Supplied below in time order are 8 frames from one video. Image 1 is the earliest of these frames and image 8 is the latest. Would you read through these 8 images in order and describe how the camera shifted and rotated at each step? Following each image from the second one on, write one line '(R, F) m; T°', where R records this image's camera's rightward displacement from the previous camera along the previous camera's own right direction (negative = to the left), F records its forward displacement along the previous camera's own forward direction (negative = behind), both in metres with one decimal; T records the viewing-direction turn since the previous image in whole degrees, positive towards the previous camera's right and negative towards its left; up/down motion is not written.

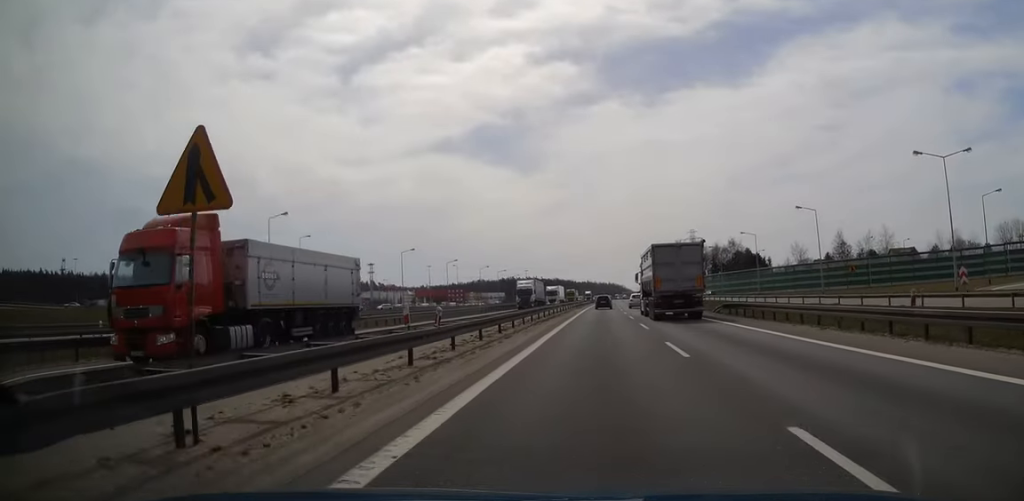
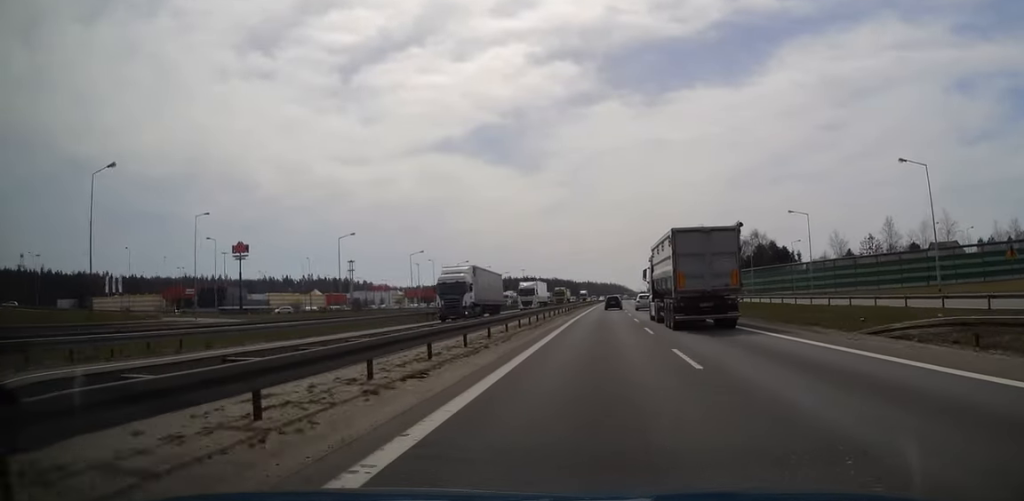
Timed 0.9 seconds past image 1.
(+0.1, +26.2) m; 0°
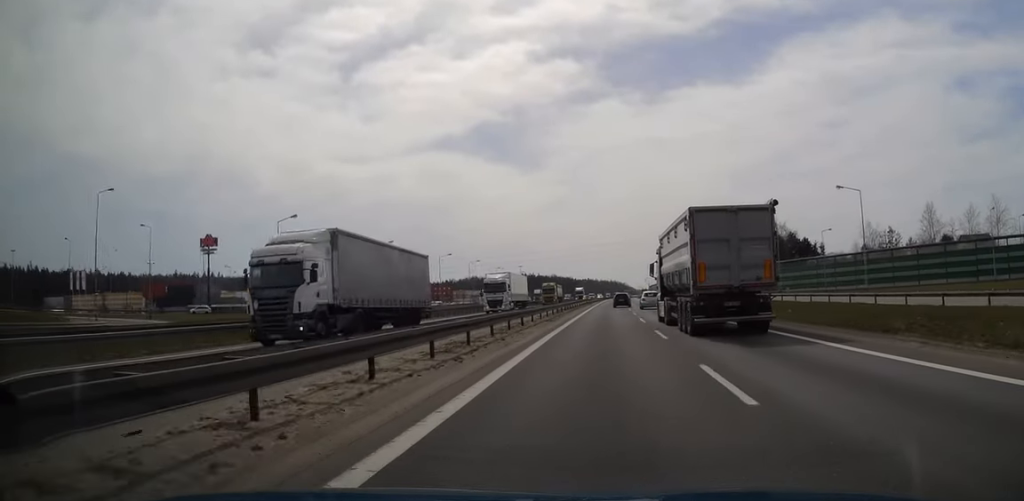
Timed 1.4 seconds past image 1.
(0.0, +16.1) m; 0°
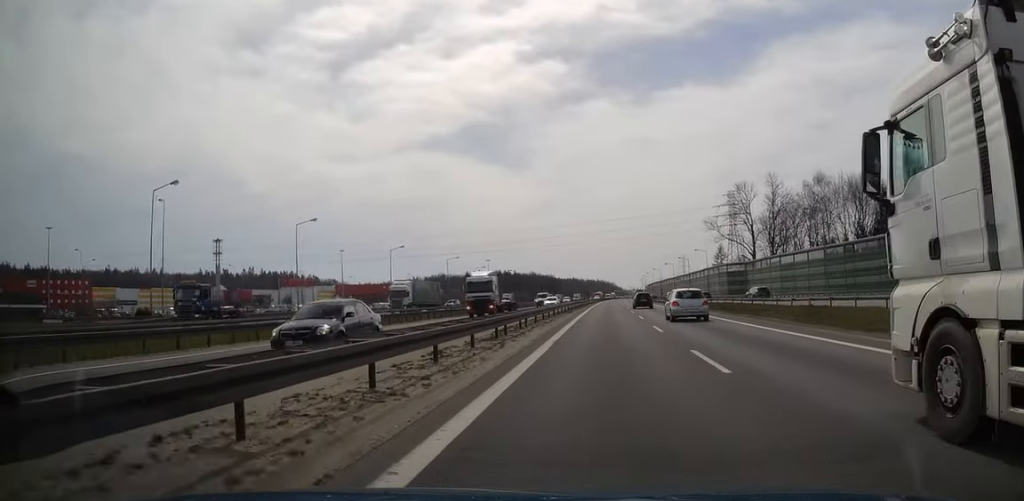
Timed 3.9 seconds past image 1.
(+0.3, +80.7) m; +1°
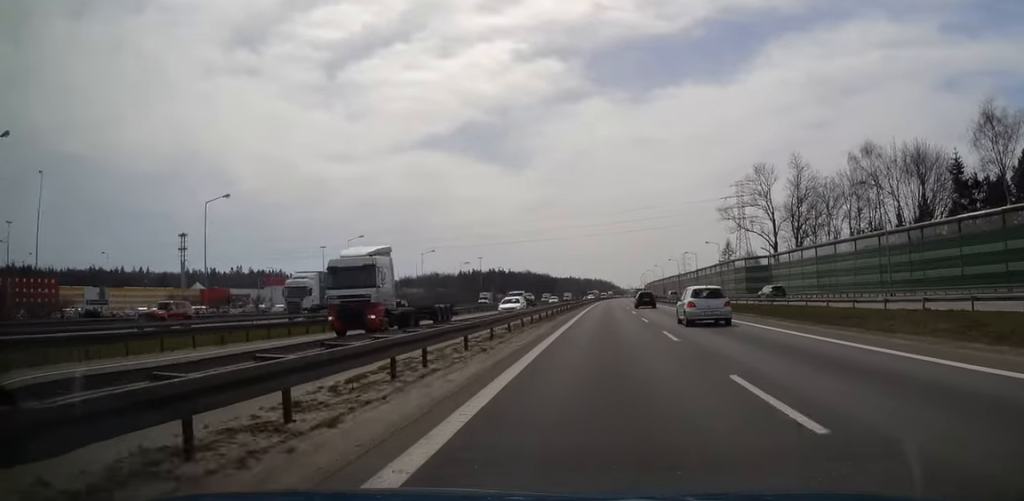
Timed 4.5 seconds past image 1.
(0.0, +16.9) m; 0°
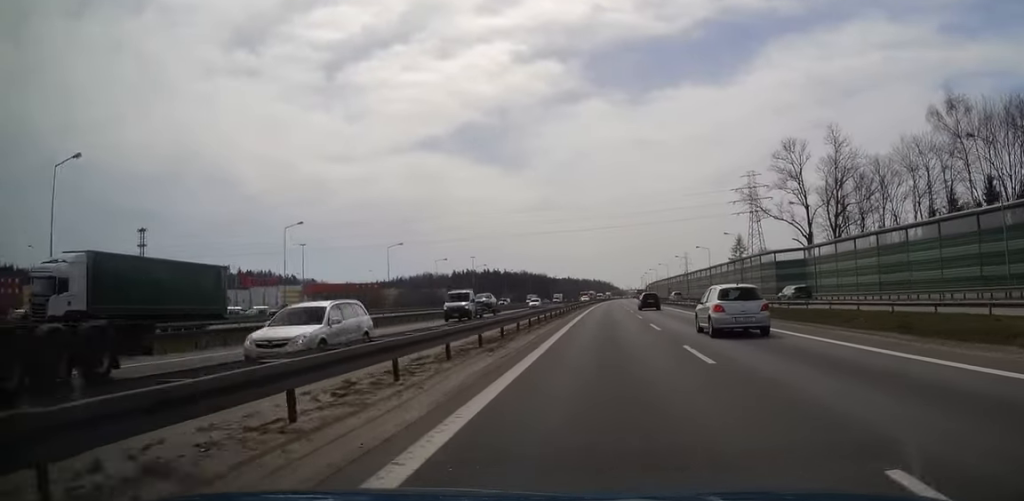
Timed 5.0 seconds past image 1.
(0.0, +17.9) m; 0°
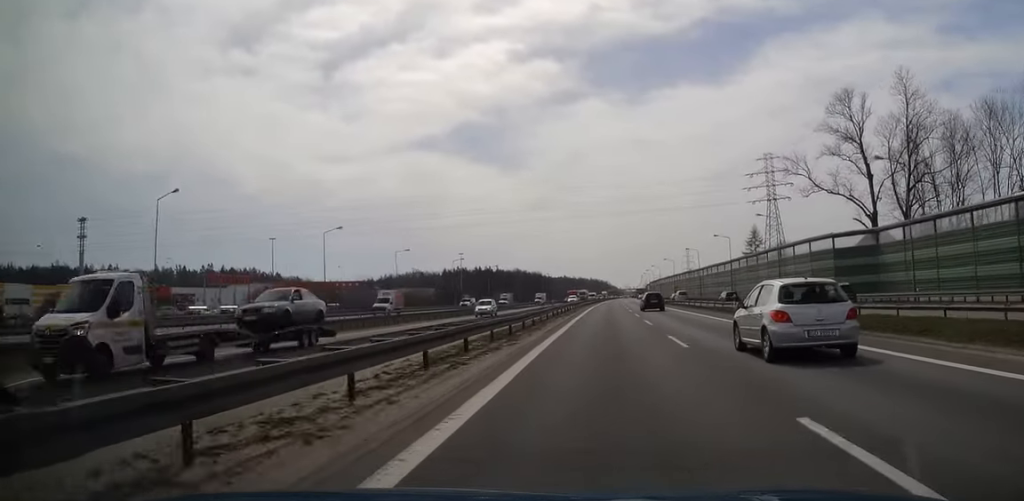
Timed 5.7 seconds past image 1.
(+0.1, +22.1) m; 0°
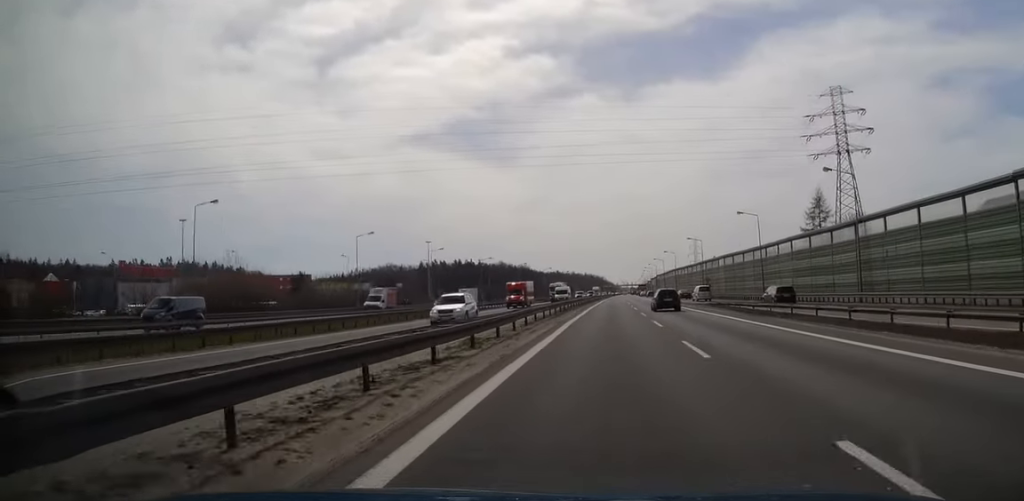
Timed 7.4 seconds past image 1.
(+0.2, +51.1) m; 0°
